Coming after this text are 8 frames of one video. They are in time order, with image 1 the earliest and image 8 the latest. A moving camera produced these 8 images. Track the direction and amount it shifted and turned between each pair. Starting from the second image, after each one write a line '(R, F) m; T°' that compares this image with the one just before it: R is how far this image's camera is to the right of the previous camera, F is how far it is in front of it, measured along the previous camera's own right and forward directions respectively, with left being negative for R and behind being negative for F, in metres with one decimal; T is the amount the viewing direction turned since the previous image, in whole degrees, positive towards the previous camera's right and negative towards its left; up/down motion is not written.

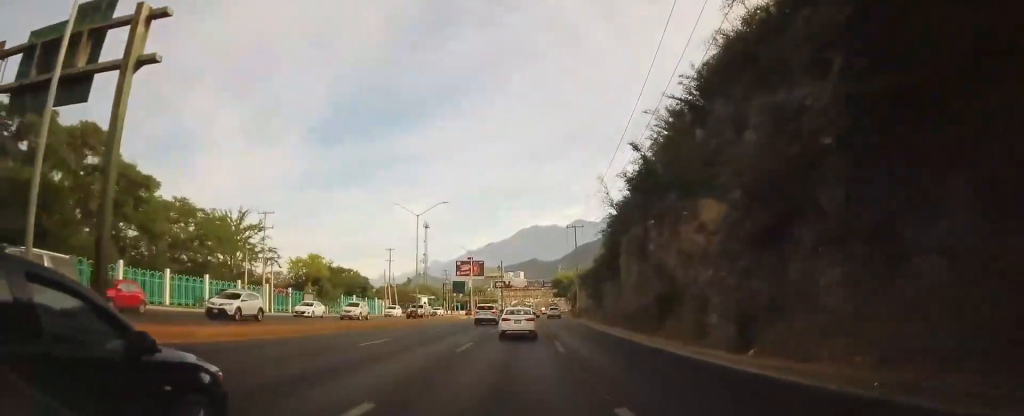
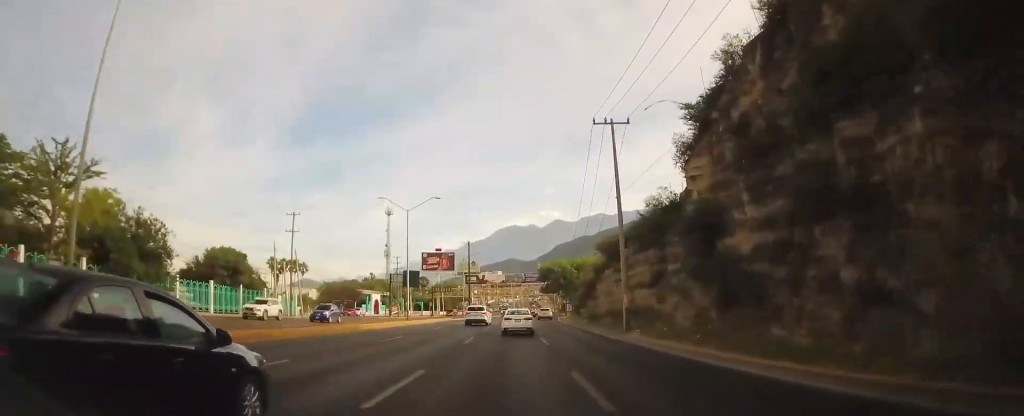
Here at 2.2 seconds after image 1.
(0.0, +39.0) m; +2°
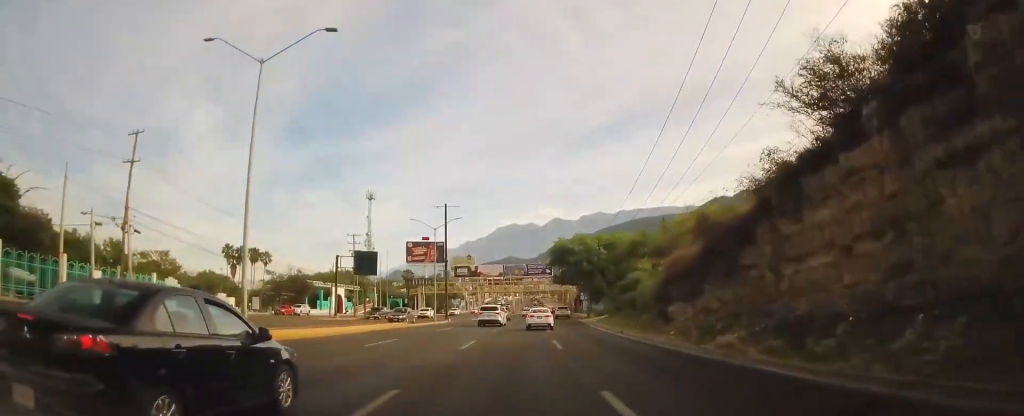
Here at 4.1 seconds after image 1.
(+0.2, +31.7) m; -1°
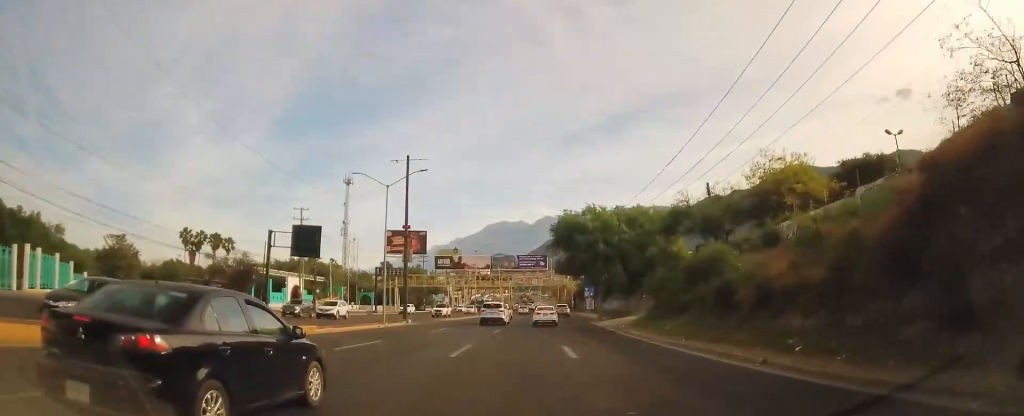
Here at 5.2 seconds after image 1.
(-0.1, +17.6) m; +1°
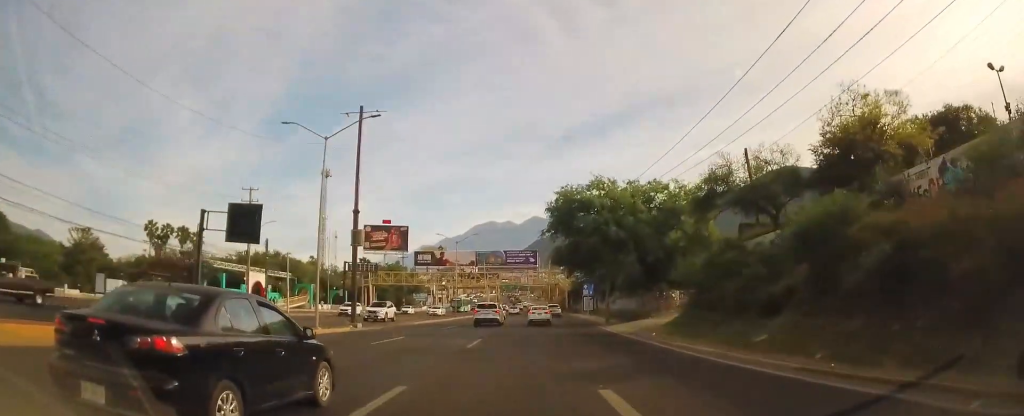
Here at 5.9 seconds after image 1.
(+0.3, +10.5) m; +1°
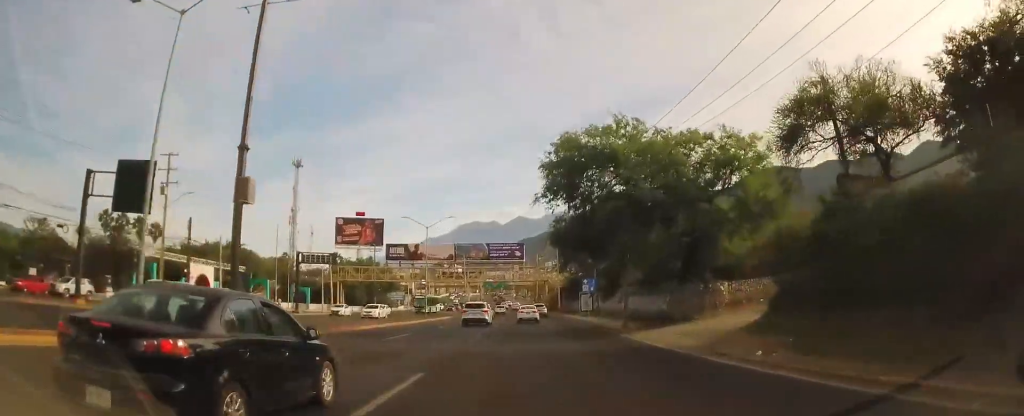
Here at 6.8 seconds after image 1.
(+0.2, +12.4) m; +2°
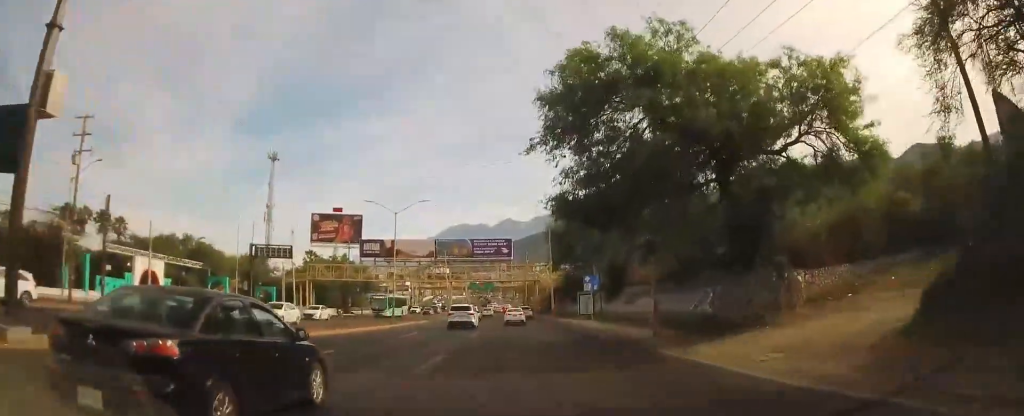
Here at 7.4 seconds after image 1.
(0.0, +9.7) m; +1°
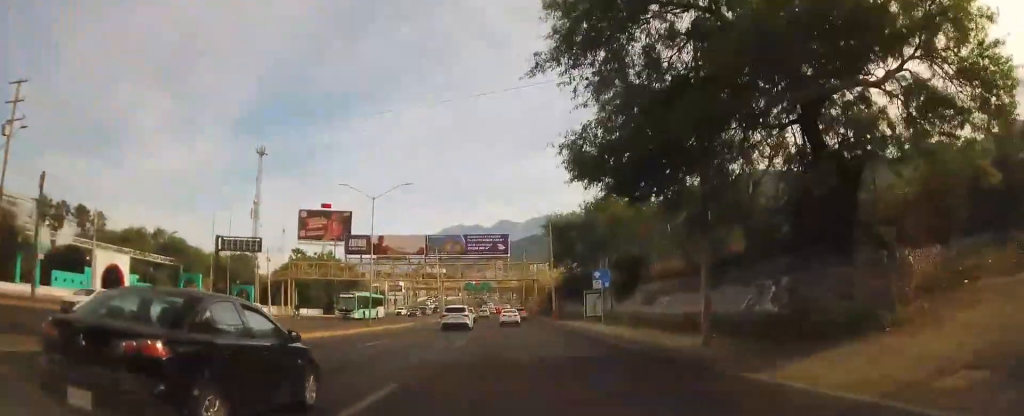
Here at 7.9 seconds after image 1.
(+0.2, +6.7) m; 0°
